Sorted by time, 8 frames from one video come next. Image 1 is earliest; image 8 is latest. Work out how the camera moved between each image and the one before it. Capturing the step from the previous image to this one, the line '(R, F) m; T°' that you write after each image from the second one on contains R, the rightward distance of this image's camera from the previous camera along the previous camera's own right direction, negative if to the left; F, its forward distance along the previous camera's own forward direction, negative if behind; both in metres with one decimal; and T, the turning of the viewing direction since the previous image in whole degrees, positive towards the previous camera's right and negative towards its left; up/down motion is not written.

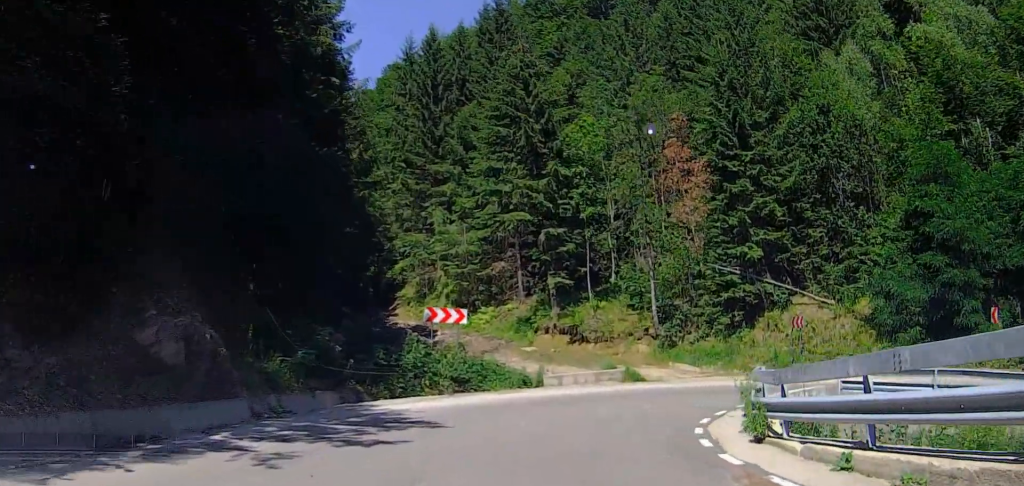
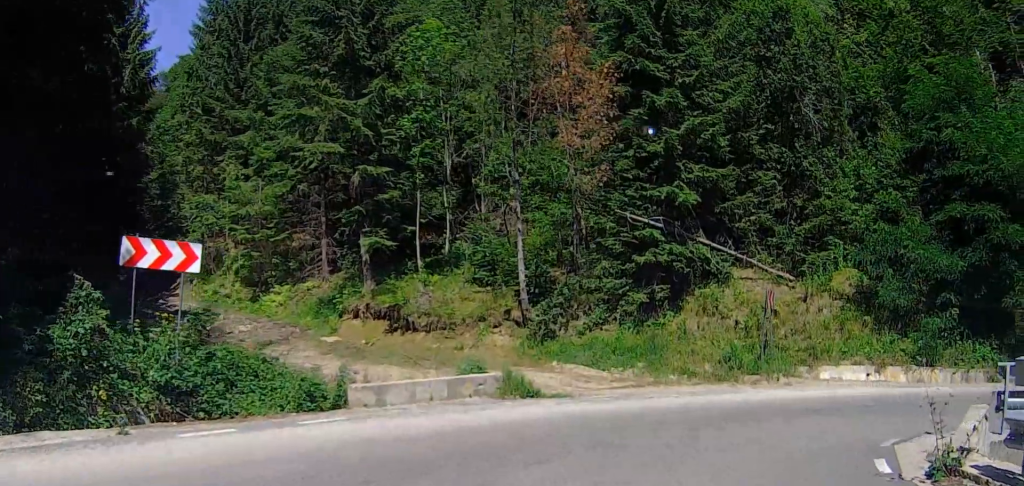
(+0.9, +12.4) m; +8°
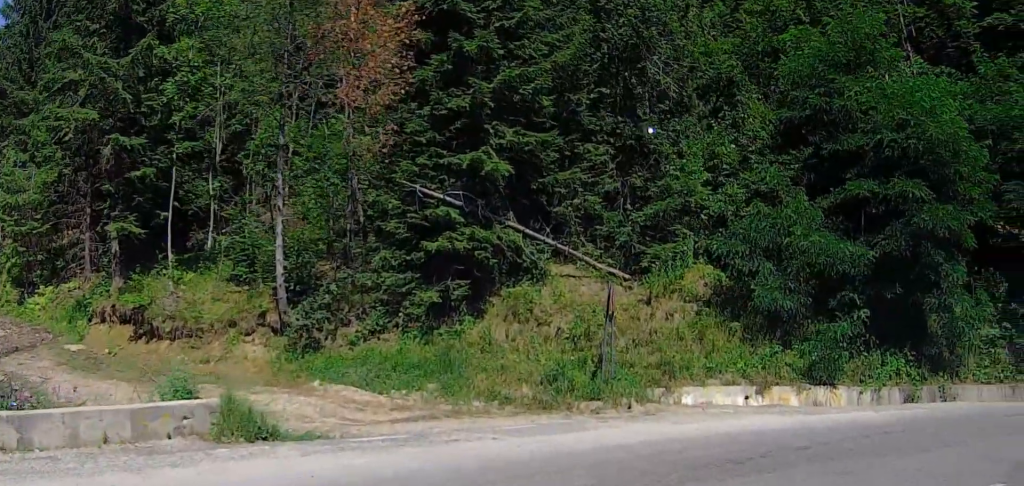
(+0.3, +6.0) m; +27°
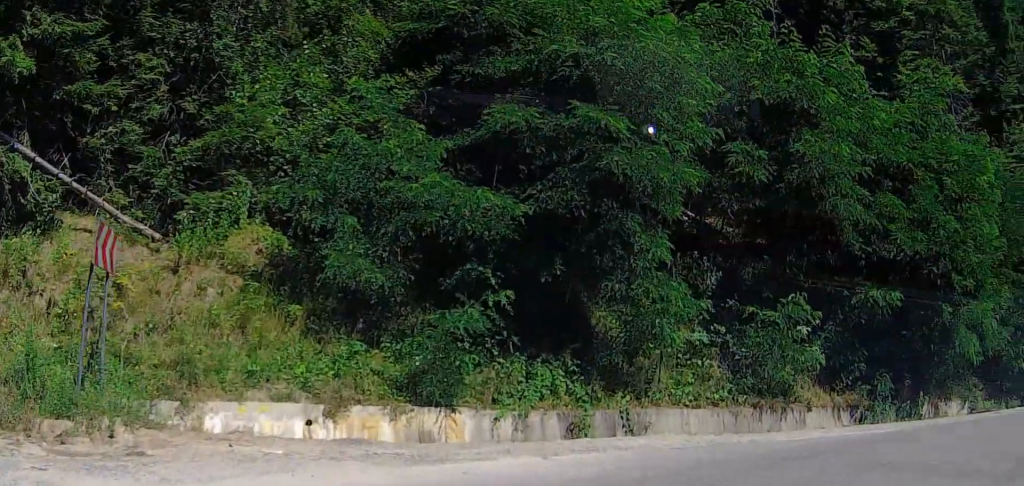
(+3.6, +4.6) m; +75°
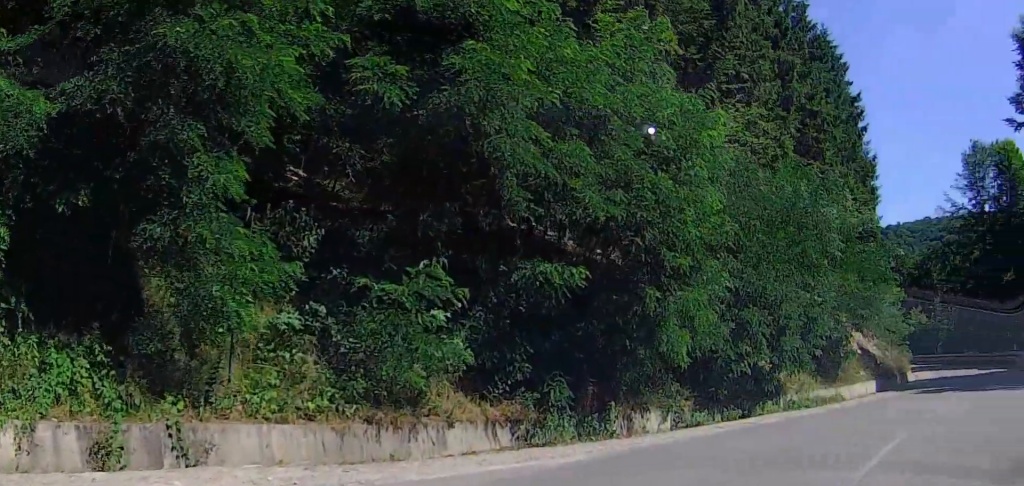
(+1.8, +5.1) m; +19°
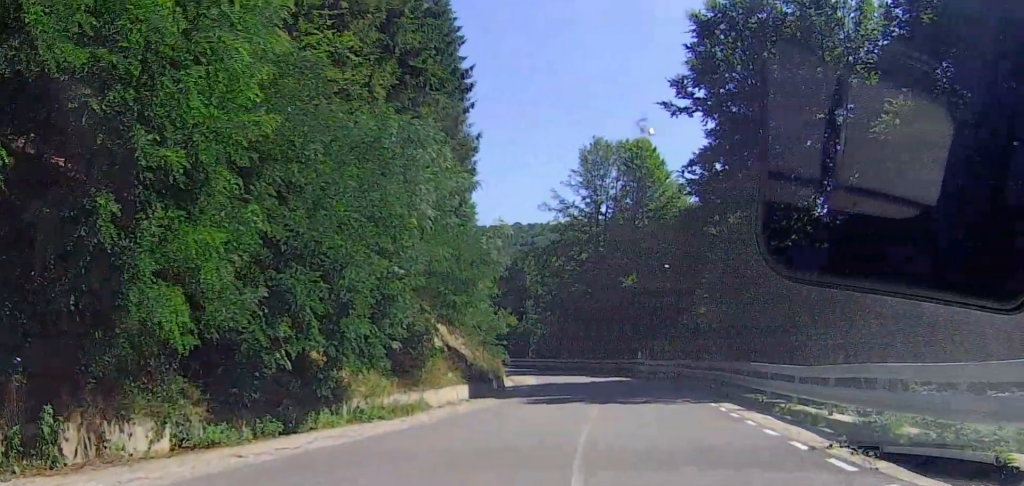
(+0.1, +6.6) m; 0°
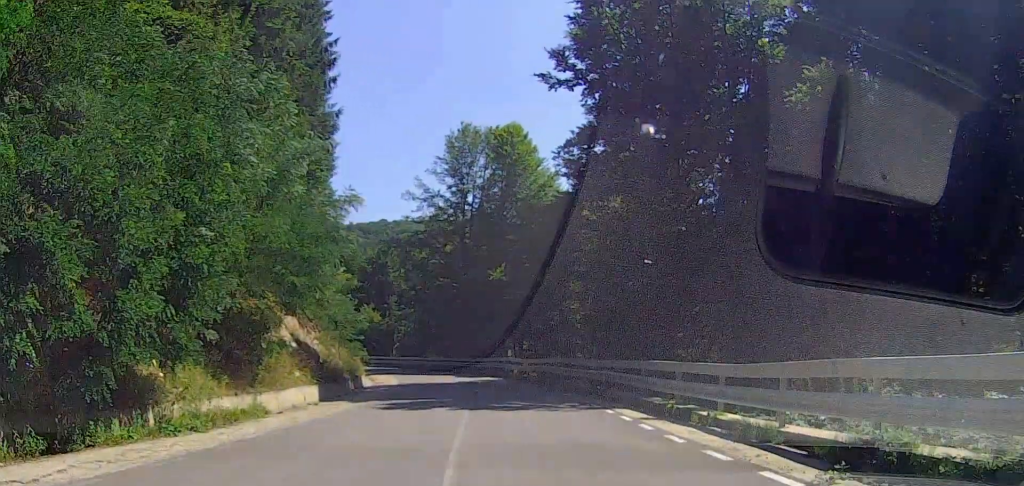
(0.0, +3.6) m; +4°
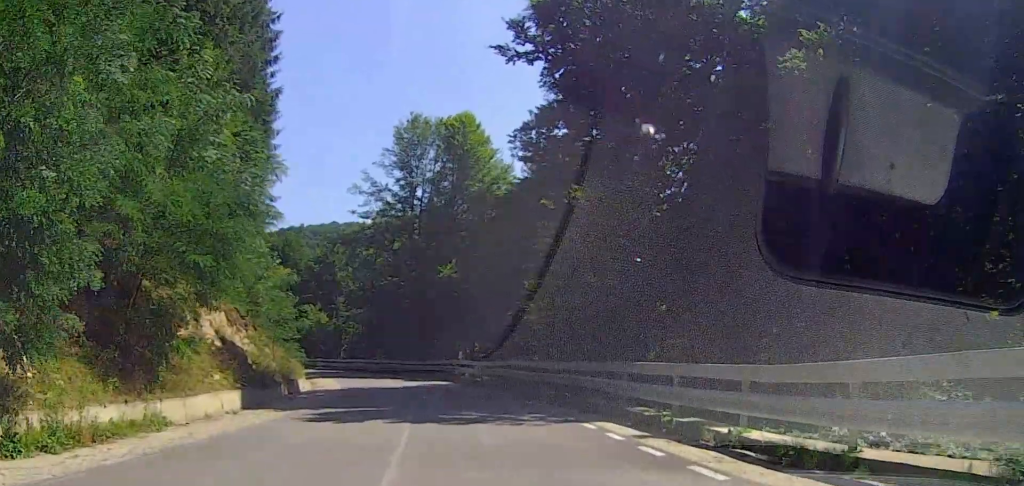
(-0.1, +3.2) m; +3°
